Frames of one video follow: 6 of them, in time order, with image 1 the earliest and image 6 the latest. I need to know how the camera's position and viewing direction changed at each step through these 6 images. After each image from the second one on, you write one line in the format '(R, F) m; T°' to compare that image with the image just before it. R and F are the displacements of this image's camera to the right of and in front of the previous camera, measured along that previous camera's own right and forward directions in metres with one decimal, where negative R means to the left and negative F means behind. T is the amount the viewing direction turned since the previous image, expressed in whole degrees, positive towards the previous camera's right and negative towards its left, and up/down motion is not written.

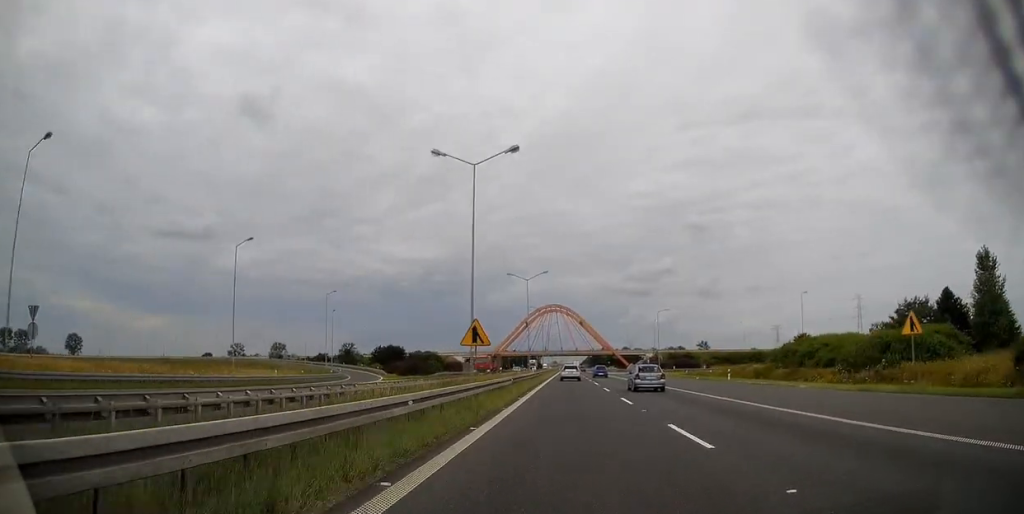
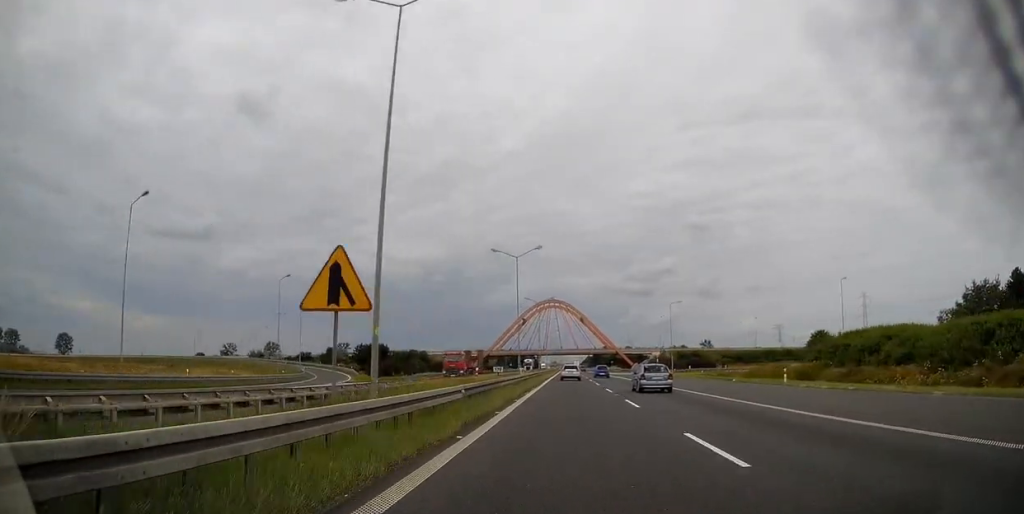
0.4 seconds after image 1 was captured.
(+0.1, +14.0) m; 0°
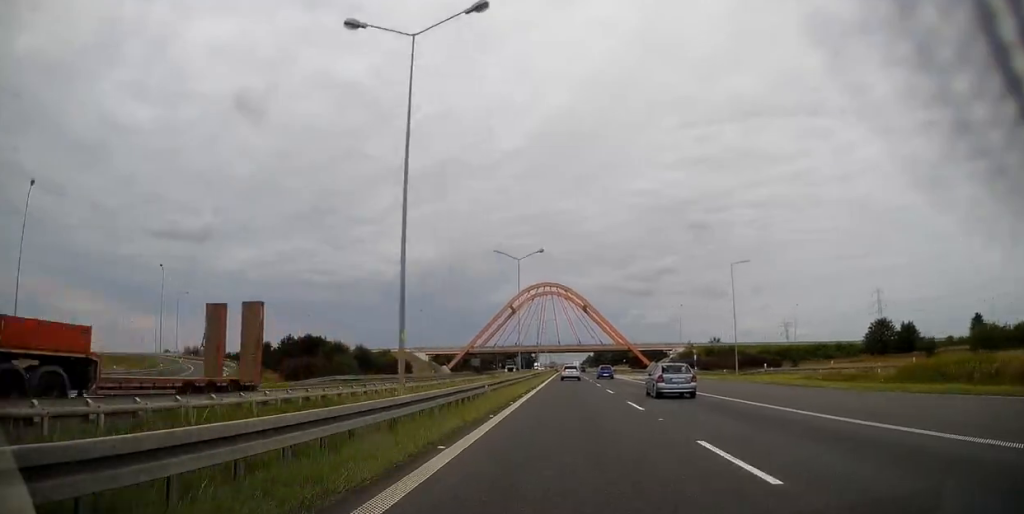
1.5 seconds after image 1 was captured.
(0.0, +37.1) m; 0°
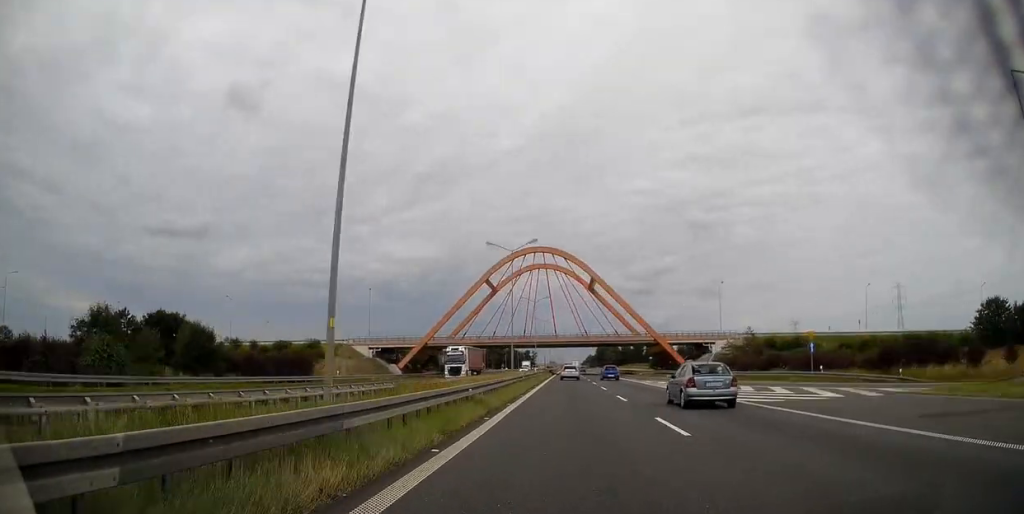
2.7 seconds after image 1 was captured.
(+0.1, +43.0) m; 0°
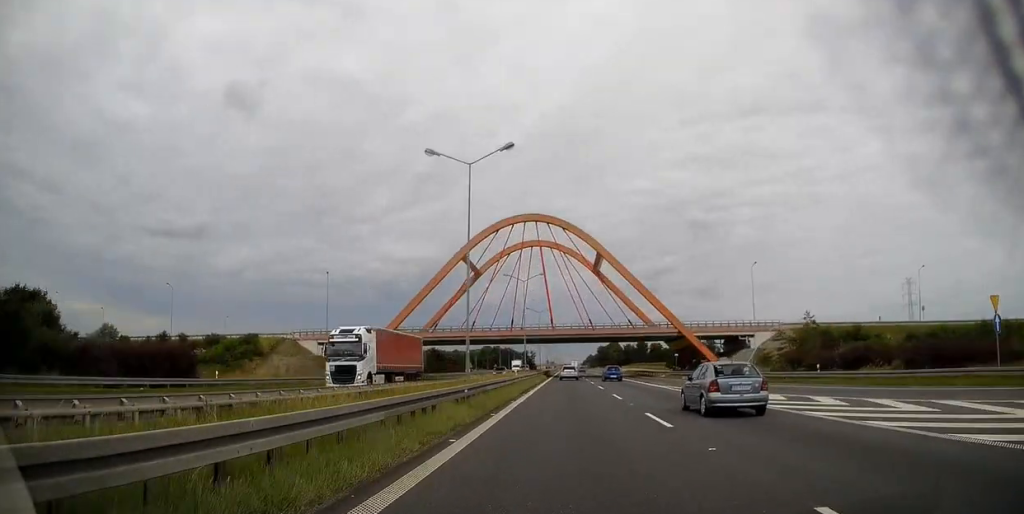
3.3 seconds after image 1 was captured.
(0.0, +22.2) m; 0°
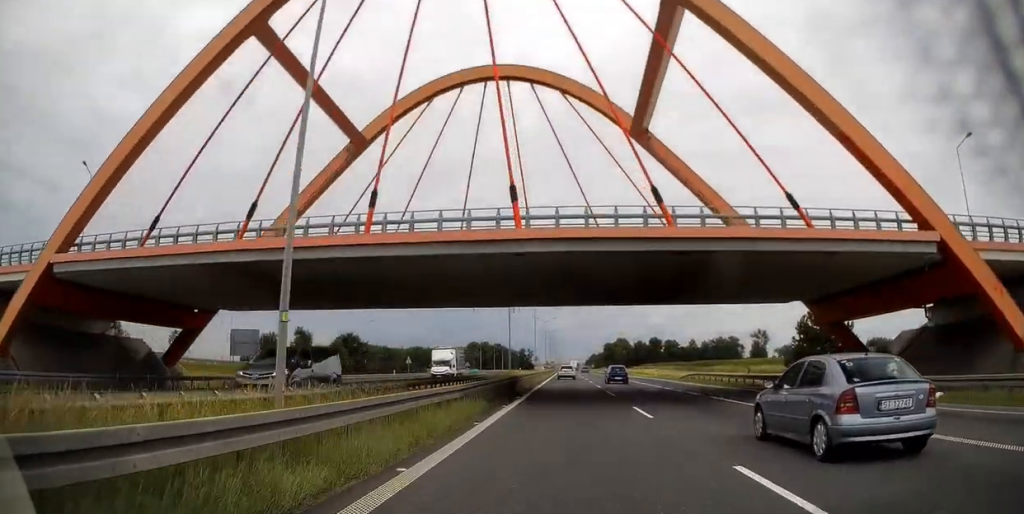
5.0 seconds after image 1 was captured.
(-0.1, +57.4) m; 0°
